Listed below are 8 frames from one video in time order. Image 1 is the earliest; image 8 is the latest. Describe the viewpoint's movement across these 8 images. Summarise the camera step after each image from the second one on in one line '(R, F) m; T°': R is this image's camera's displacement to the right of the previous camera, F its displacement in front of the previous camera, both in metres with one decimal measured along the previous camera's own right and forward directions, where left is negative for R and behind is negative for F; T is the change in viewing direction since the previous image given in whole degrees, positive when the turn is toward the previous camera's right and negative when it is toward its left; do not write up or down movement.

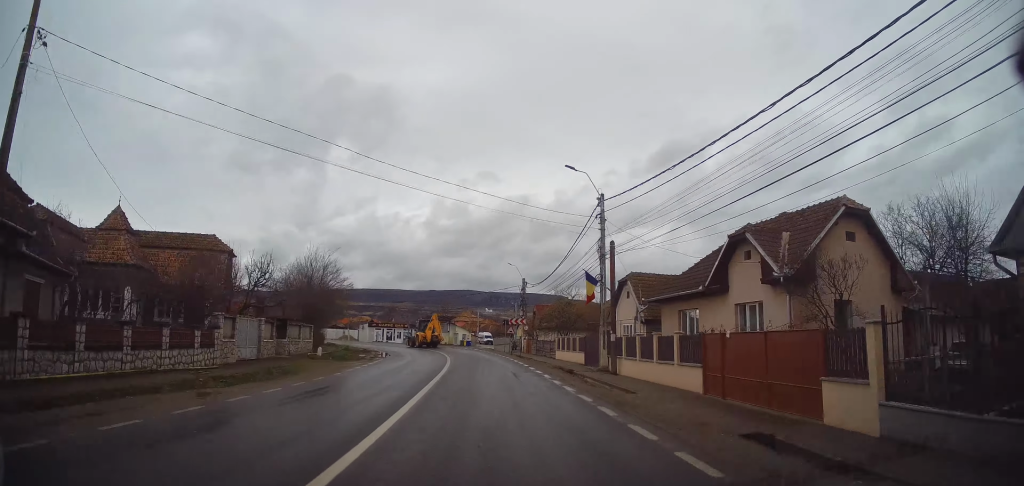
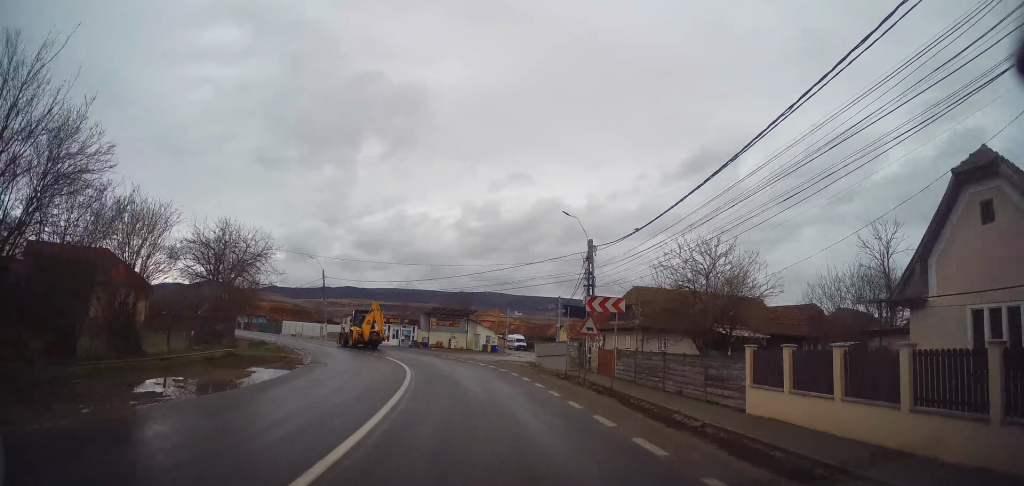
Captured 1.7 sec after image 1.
(-0.1, +27.8) m; -2°
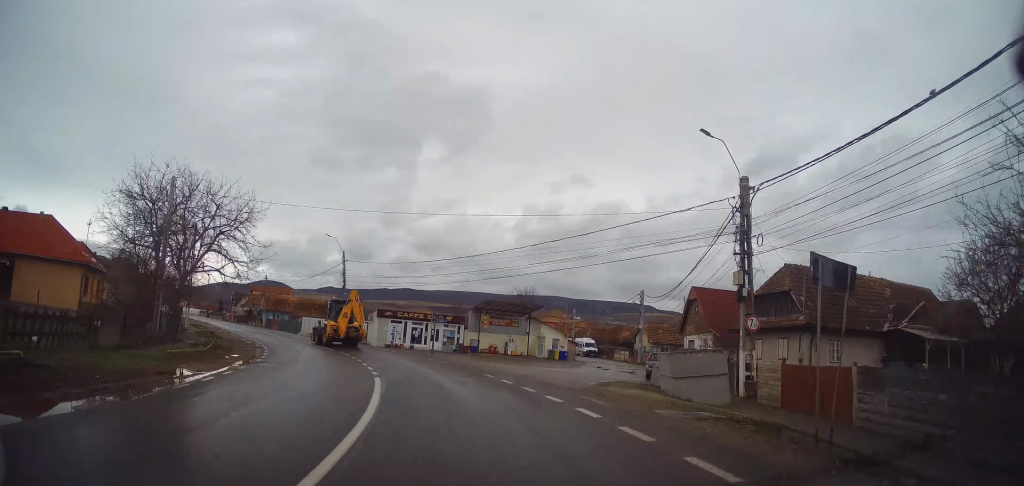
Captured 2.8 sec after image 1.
(-0.5, +15.3) m; -6°
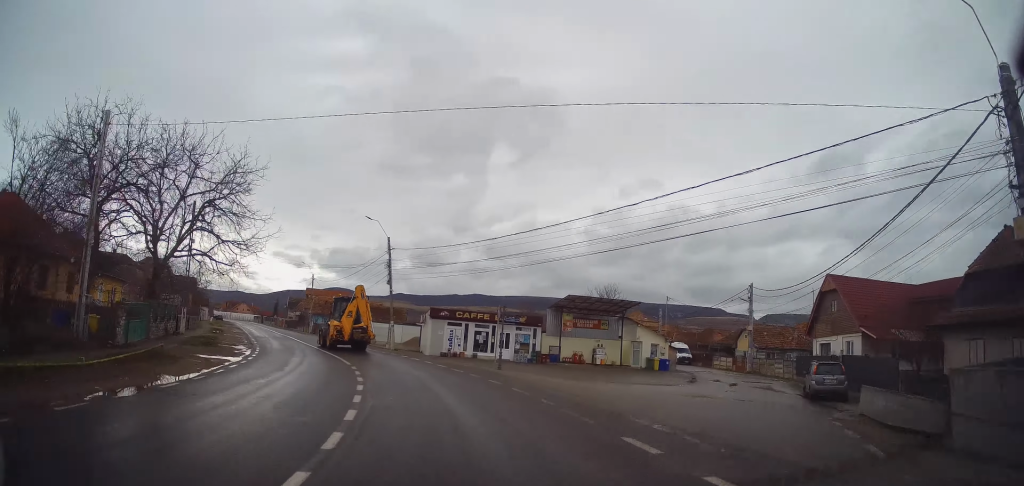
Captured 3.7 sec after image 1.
(-0.6, +10.8) m; -7°
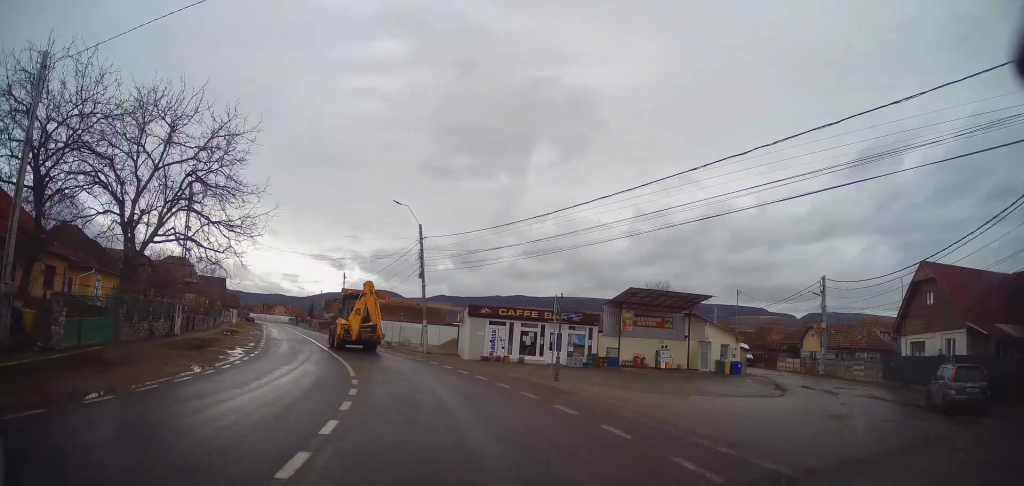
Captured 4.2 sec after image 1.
(-0.4, +5.5) m; -4°
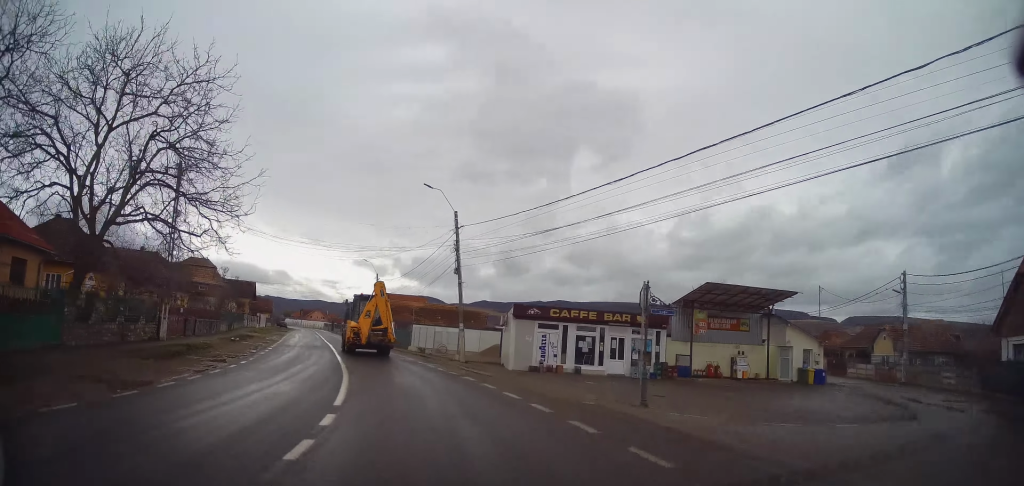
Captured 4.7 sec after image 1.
(-0.2, +5.7) m; -4°
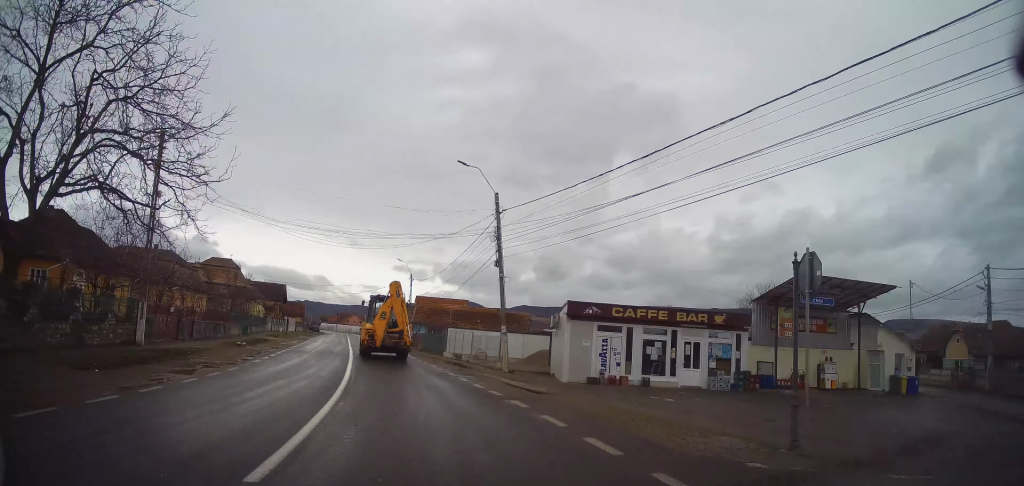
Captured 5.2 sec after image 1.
(-0.2, +5.0) m; -4°
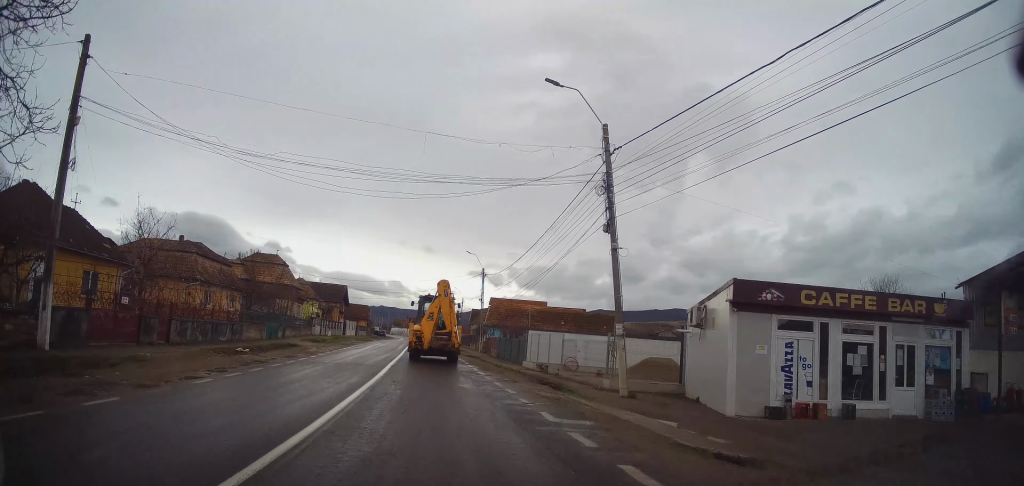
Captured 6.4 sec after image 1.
(-0.7, +9.6) m; -9°
